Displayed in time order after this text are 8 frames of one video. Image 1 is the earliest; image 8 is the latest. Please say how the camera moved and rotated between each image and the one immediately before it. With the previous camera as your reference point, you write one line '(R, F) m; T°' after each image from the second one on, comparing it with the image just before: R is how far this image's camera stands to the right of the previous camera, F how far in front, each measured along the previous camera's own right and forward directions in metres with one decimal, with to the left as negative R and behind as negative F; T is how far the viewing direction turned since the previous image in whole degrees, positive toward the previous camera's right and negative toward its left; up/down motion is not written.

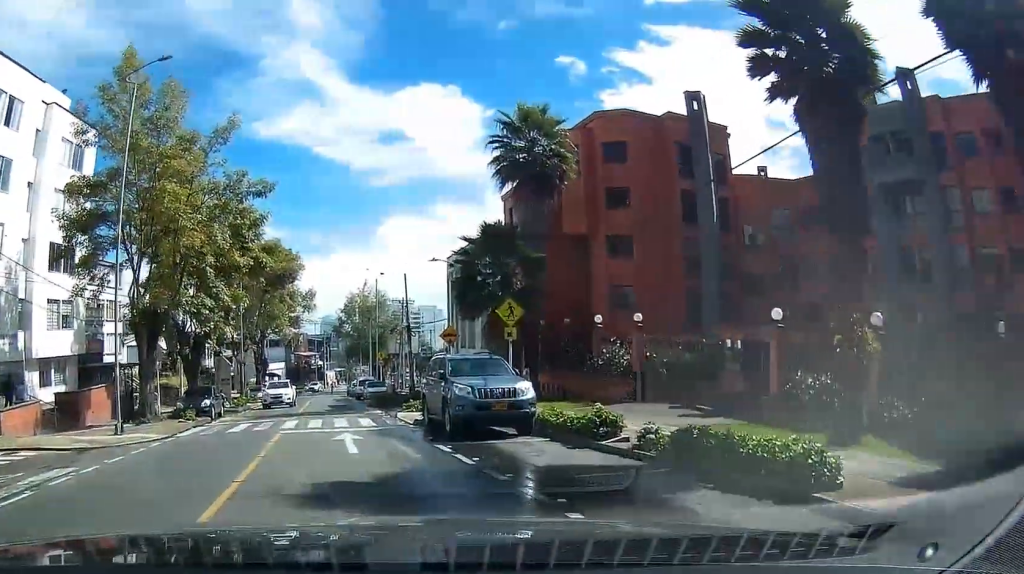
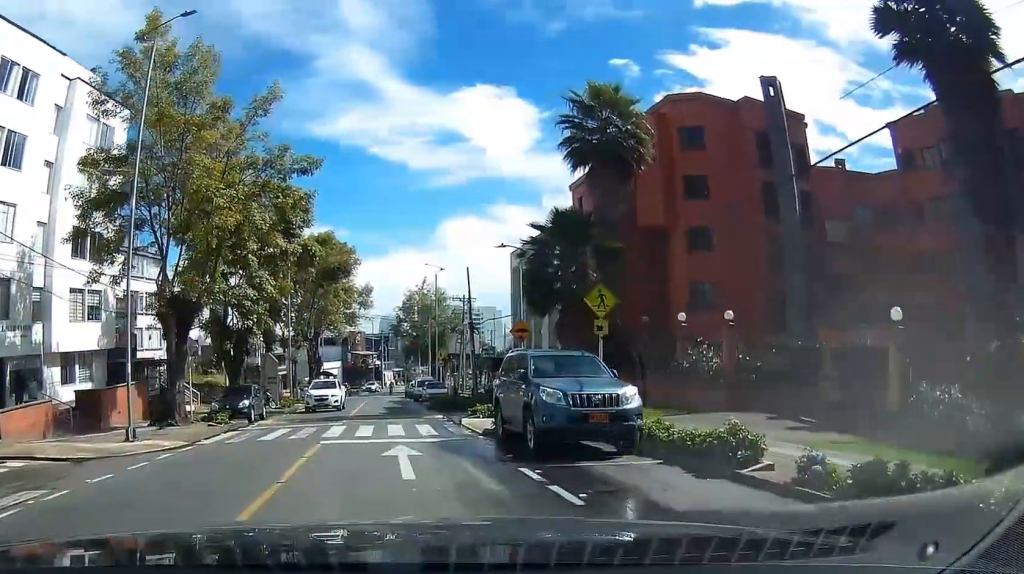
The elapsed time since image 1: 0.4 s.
(-0.1, +2.7) m; -3°
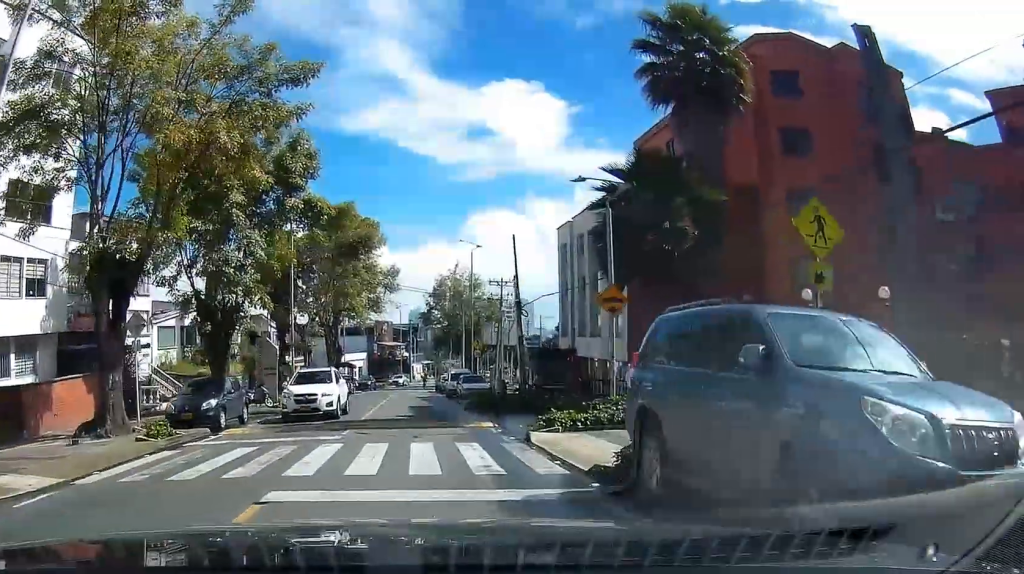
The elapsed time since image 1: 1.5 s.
(-0.7, +7.0) m; -6°
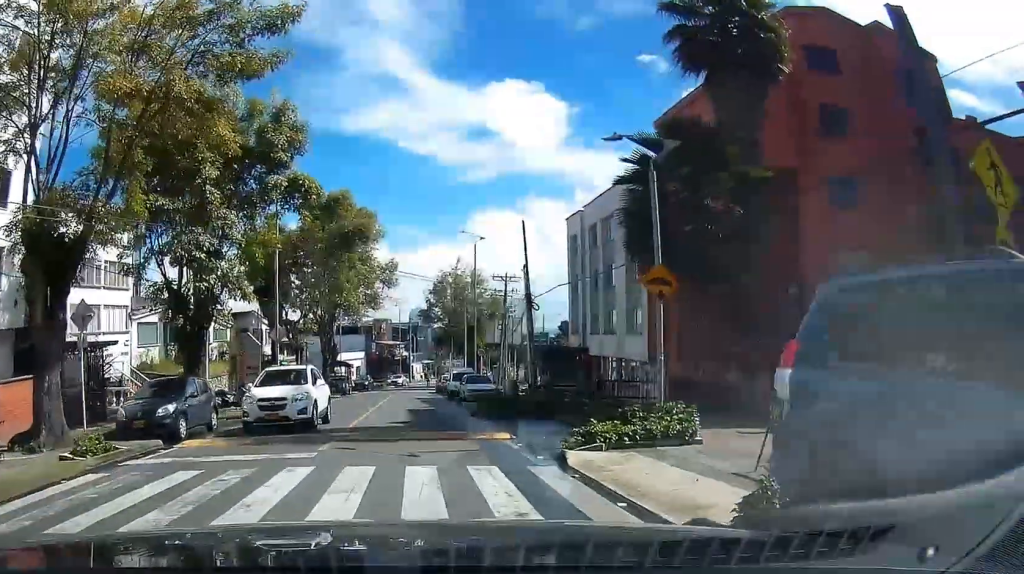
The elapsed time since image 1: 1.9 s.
(0.0, +3.3) m; 0°
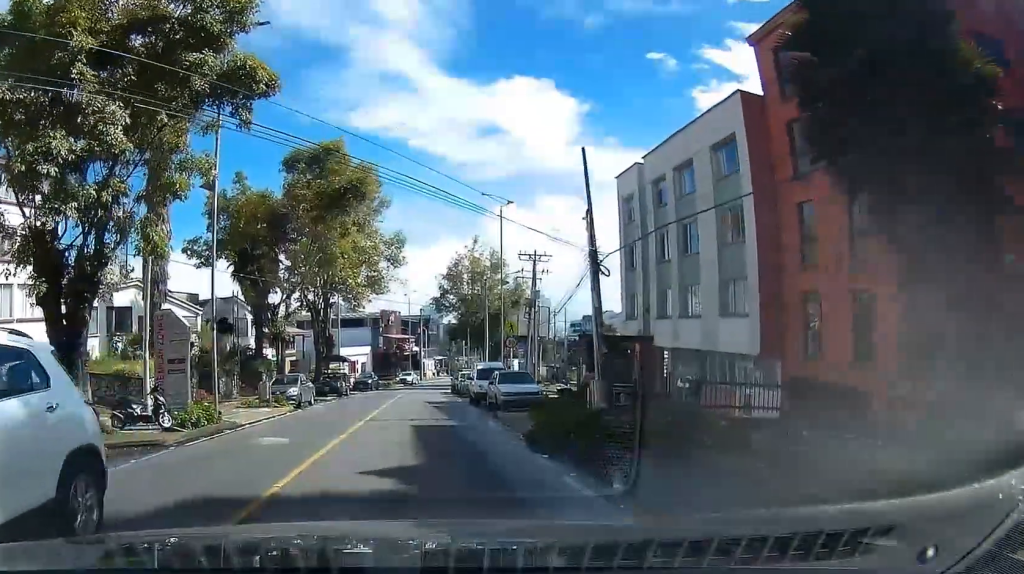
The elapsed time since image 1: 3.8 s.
(-0.4, +12.2) m; -3°
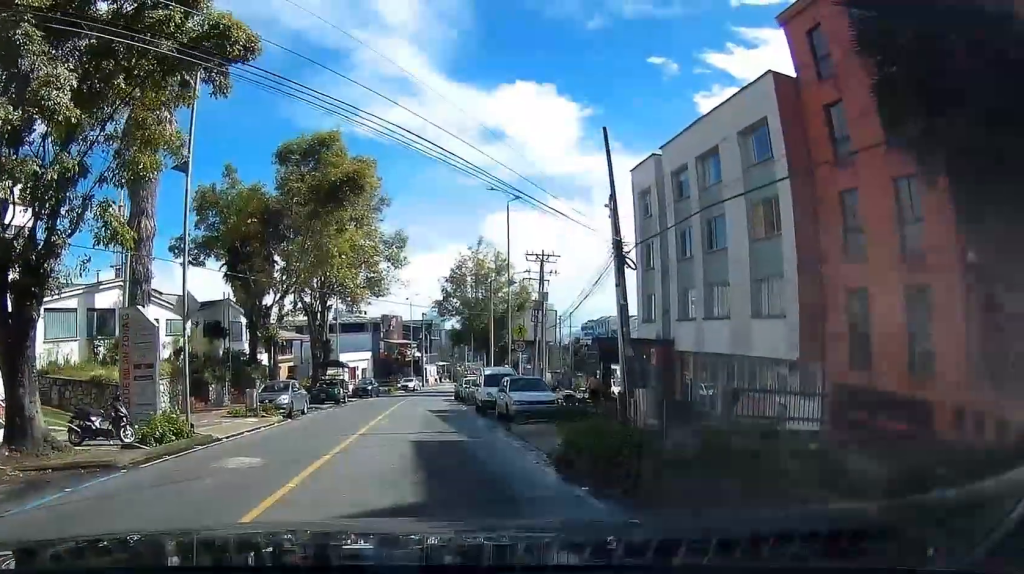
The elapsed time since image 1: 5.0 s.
(0.0, +4.5) m; -7°
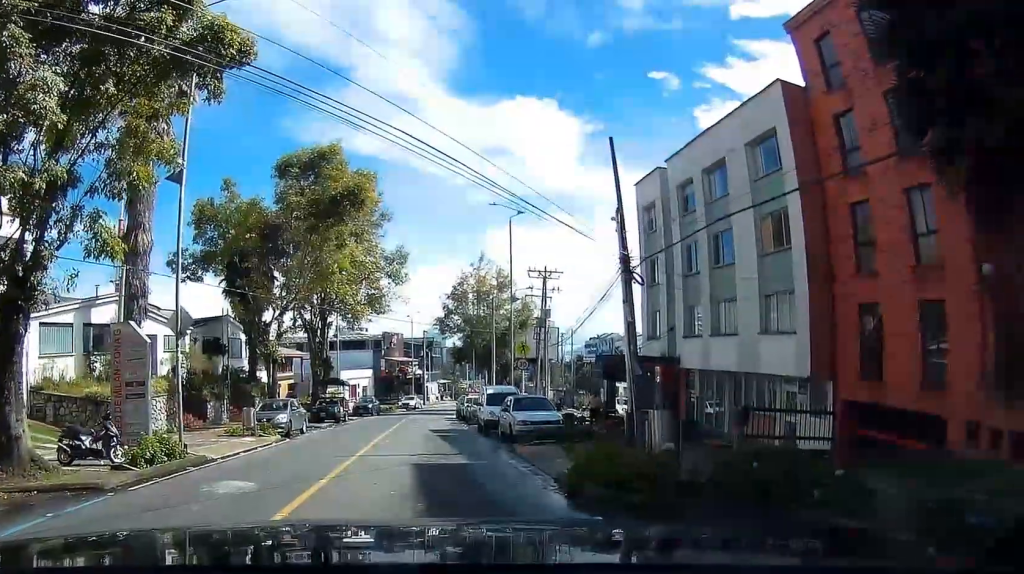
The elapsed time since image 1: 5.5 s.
(-0.1, +1.1) m; -4°
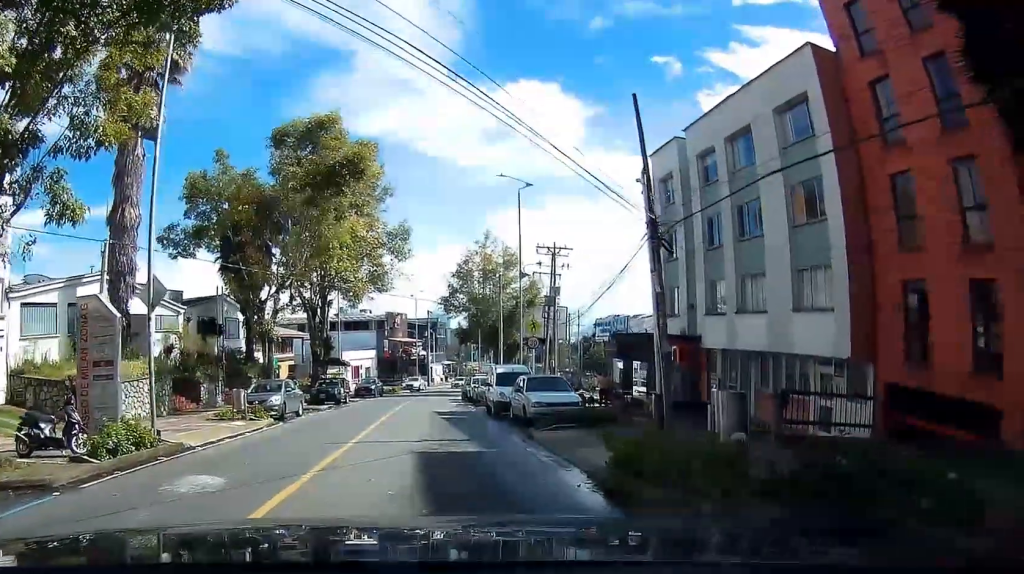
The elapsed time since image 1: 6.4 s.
(-0.3, +1.8) m; -2°
